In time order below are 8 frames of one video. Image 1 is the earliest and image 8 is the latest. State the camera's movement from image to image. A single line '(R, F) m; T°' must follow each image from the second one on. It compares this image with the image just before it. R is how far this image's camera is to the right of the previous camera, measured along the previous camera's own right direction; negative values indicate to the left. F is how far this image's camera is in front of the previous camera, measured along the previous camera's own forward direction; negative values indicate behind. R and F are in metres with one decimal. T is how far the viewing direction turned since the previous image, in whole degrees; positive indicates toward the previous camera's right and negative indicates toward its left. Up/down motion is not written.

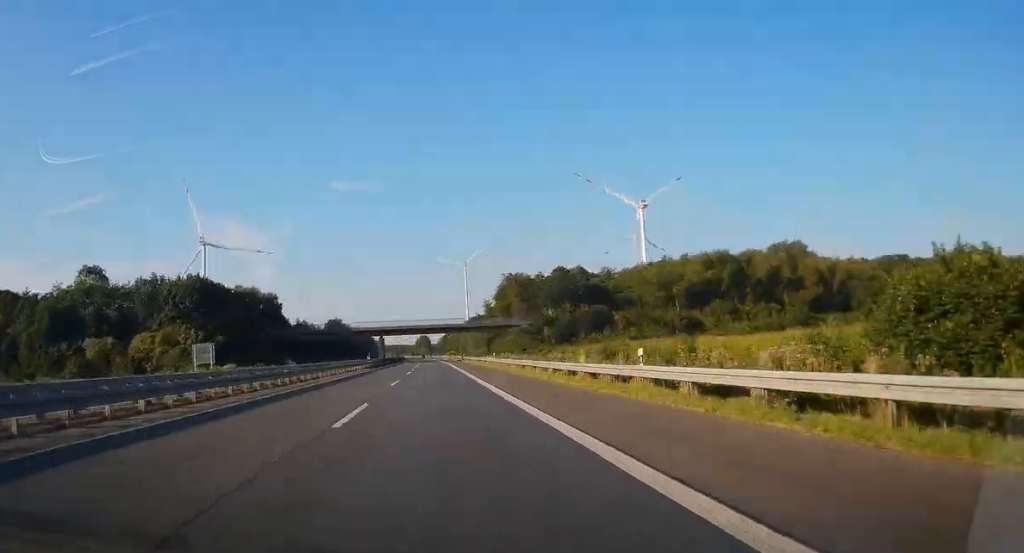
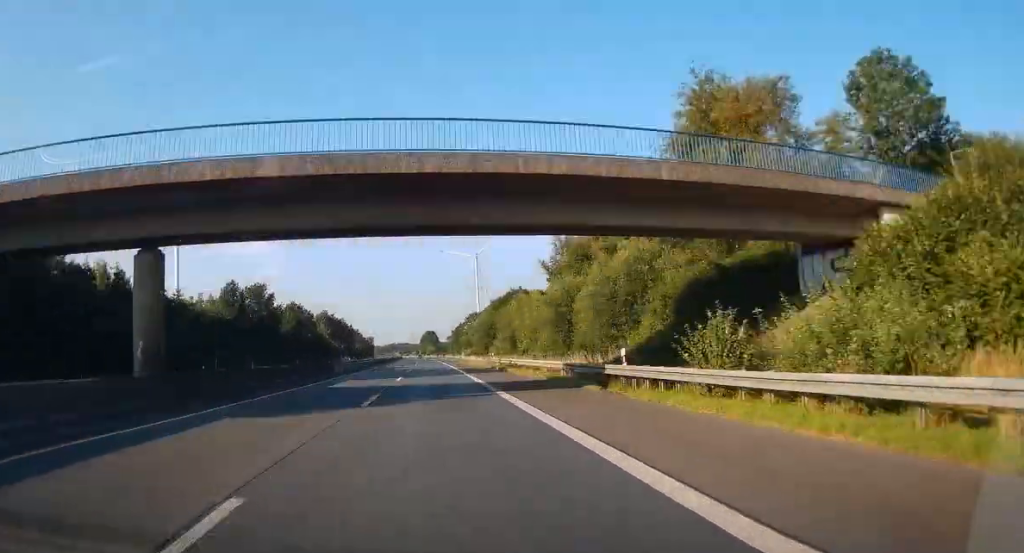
(-0.6, +80.5) m; -1°
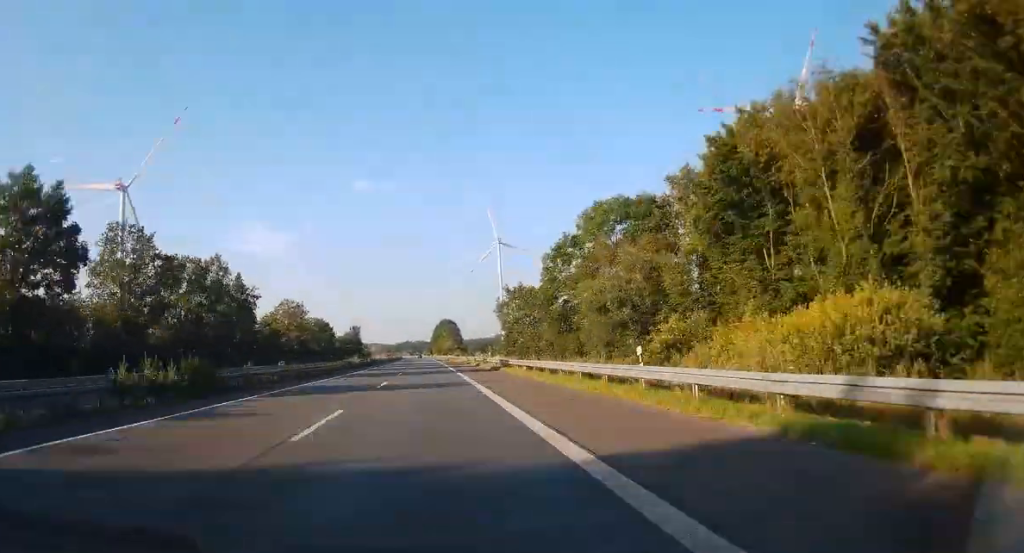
(-1.3, +129.7) m; -1°
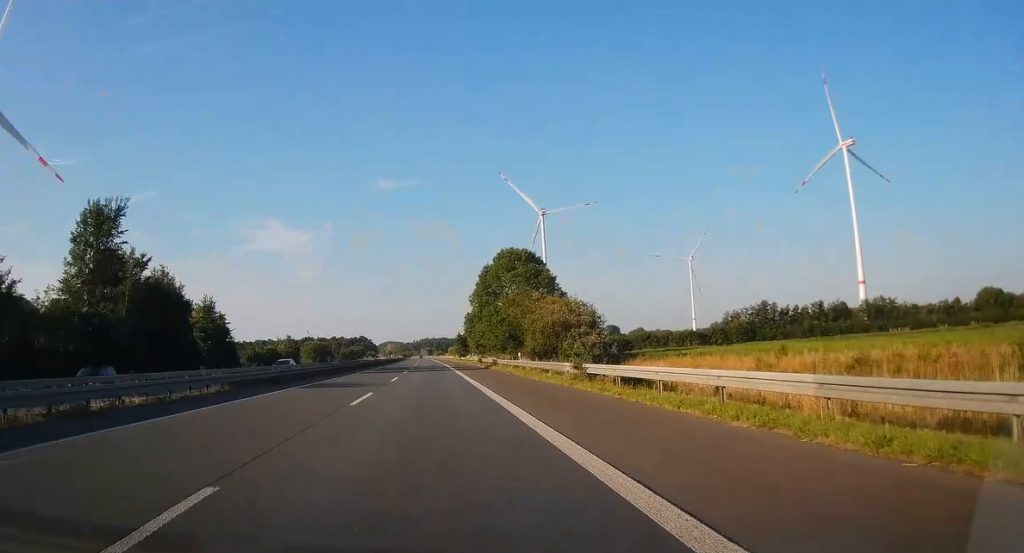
(-3.0, +208.5) m; -2°
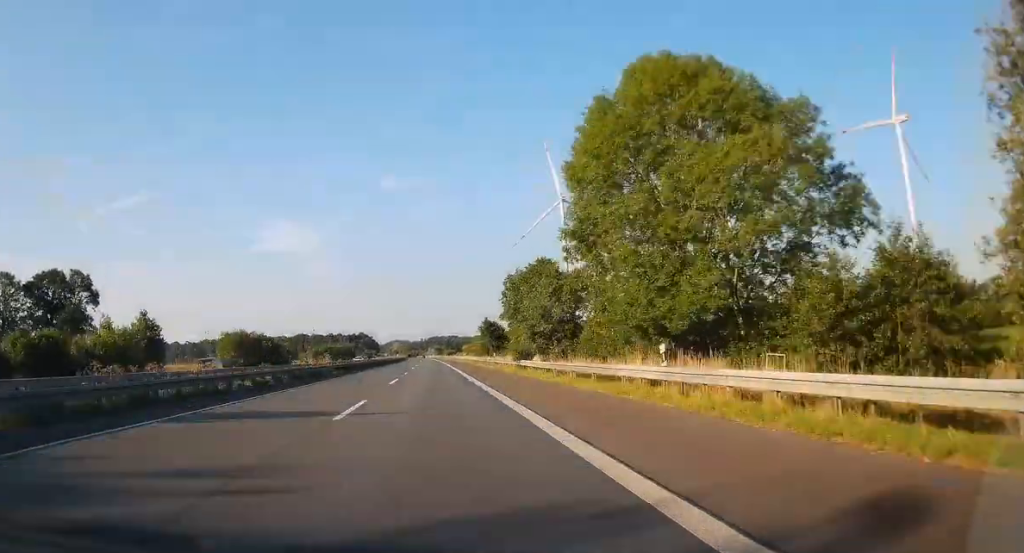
(-0.5, +72.1) m; -1°
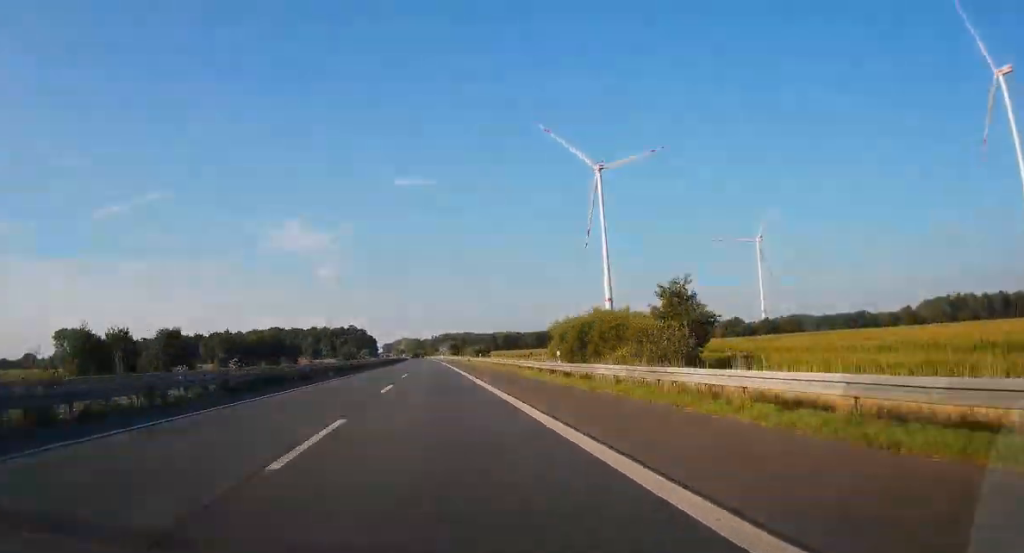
(-0.9, +127.6) m; -1°
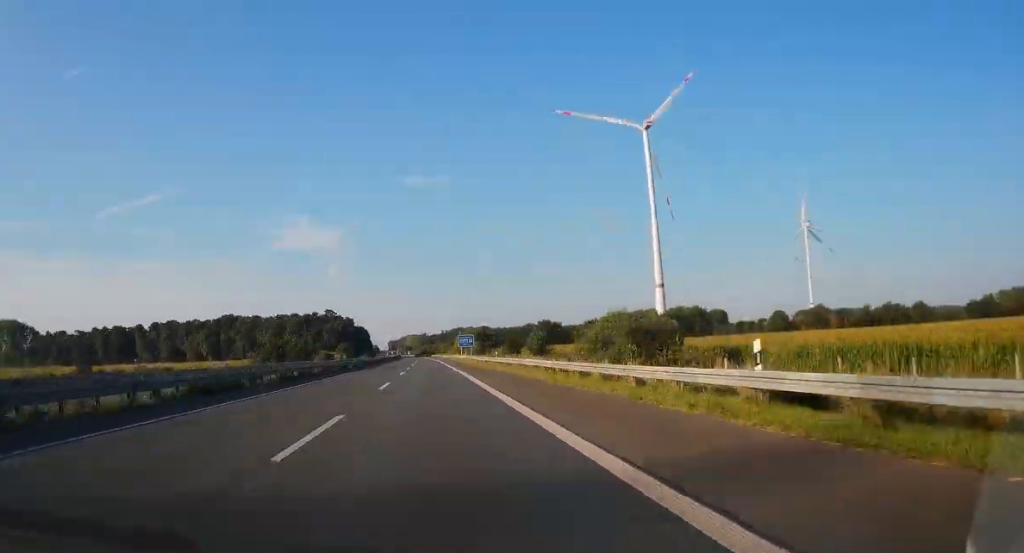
(-0.9, +123.0) m; -1°
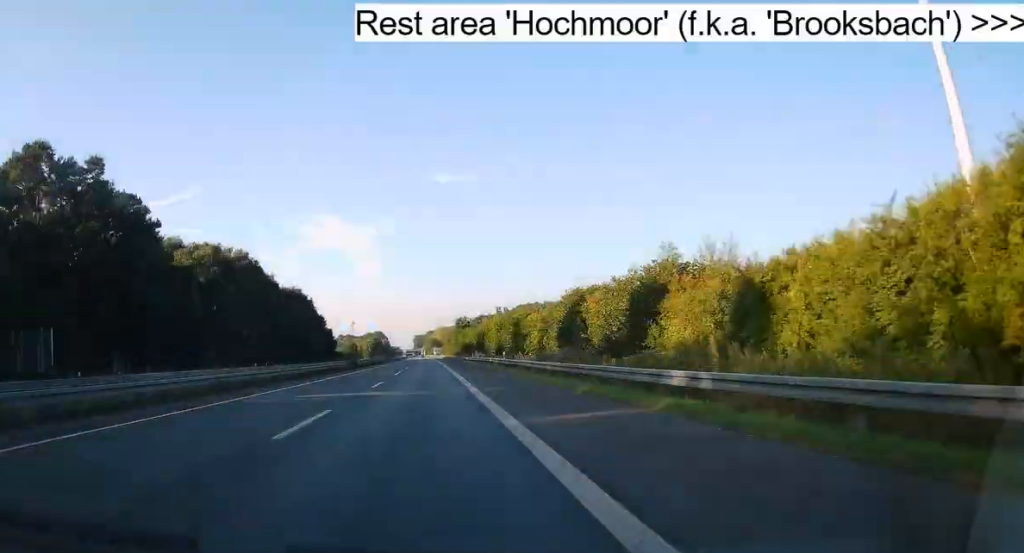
(-6.6, +317.0) m; -3°
